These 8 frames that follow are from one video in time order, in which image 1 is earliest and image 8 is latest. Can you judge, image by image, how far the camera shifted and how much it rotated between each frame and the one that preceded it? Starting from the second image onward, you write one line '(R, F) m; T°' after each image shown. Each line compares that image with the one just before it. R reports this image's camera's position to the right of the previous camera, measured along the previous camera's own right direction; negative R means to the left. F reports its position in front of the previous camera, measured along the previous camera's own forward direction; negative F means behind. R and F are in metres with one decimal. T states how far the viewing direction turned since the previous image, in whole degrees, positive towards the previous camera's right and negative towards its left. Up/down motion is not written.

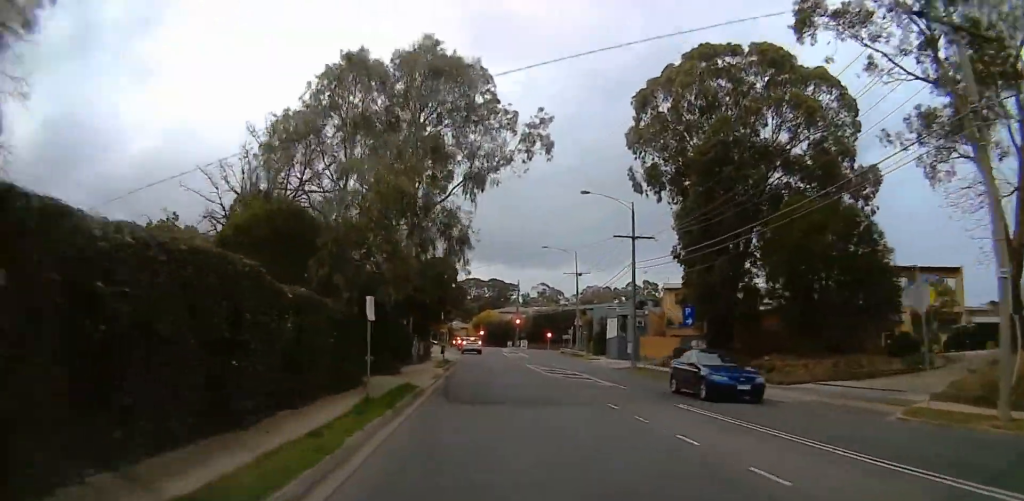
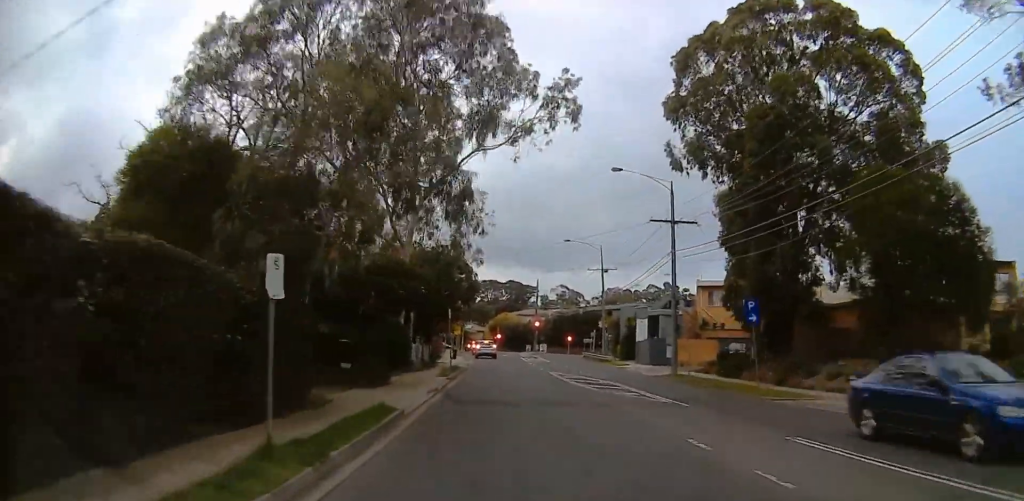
(-0.1, +6.0) m; -2°
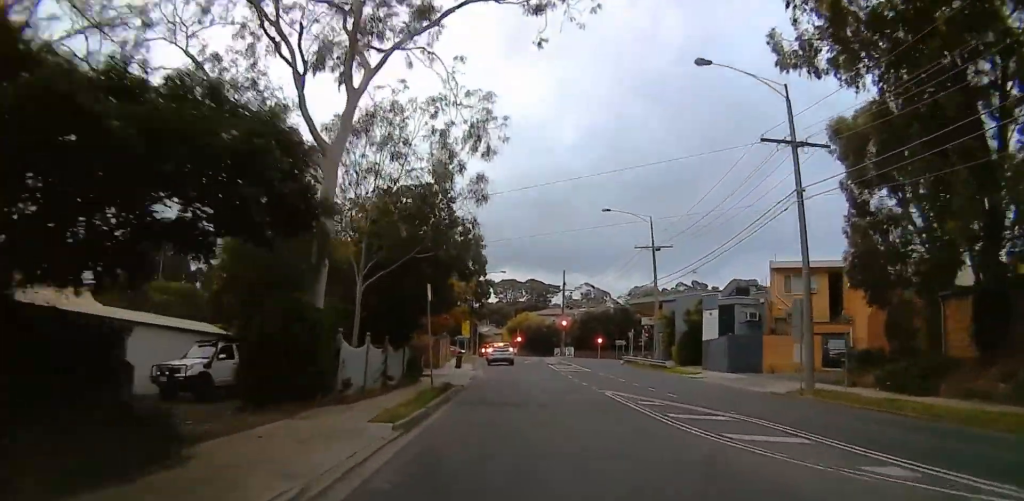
(+0.1, +14.3) m; -5°
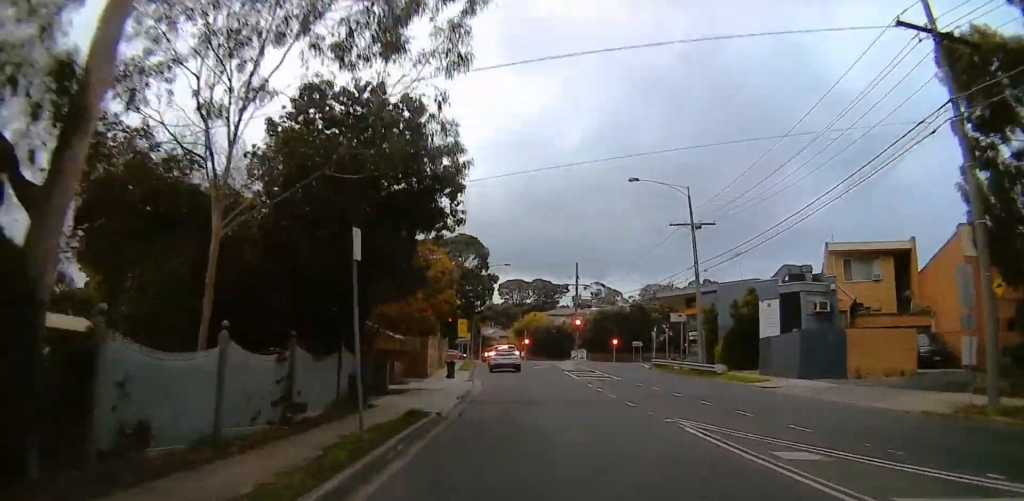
(-0.9, +9.4) m; -5°
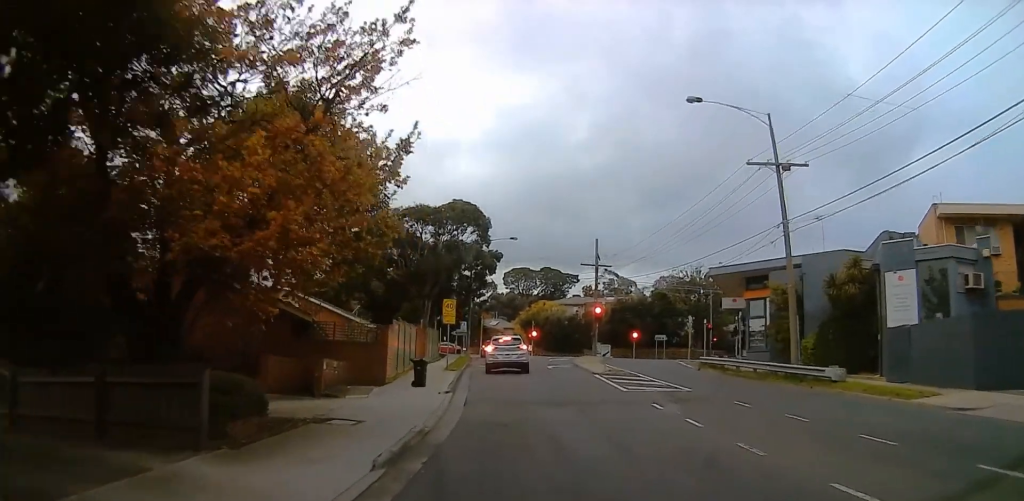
(0.0, +11.9) m; +5°
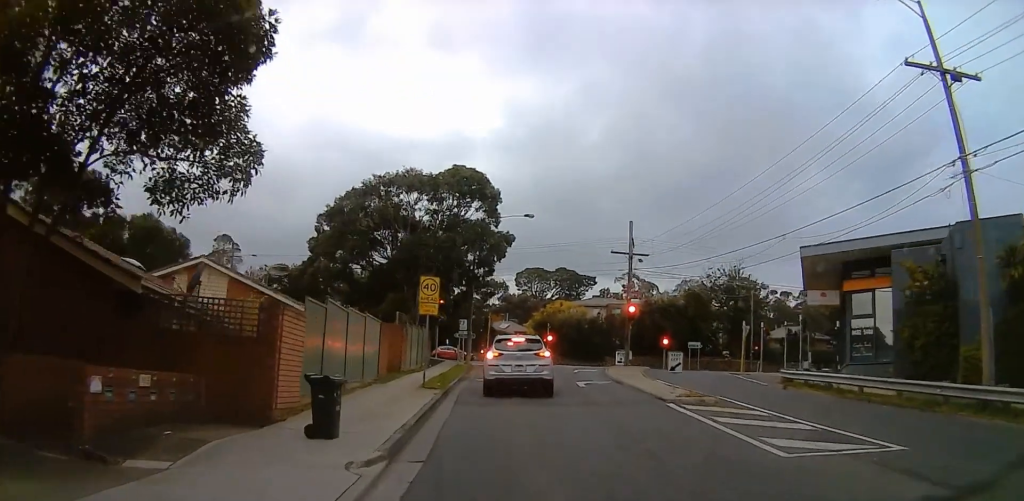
(+0.6, +11.2) m; -3°
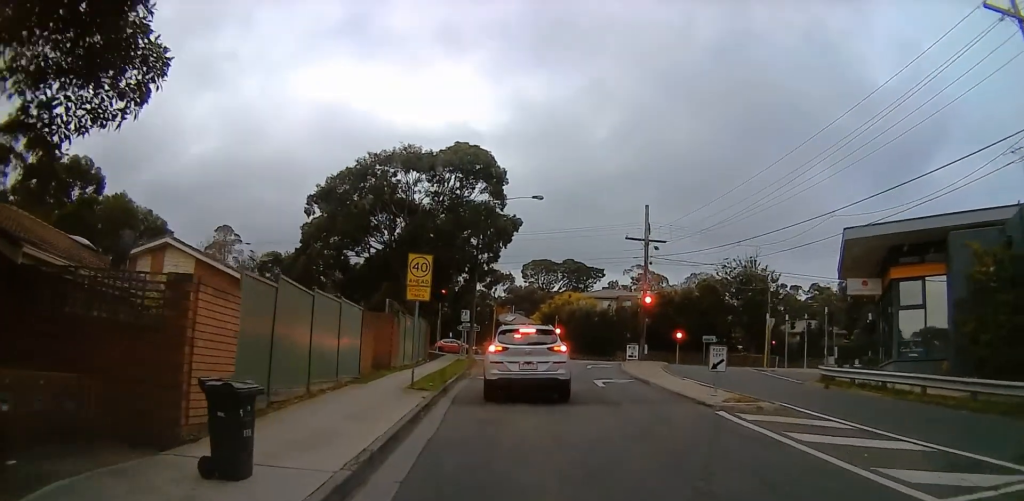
(-0.5, +3.6) m; -3°
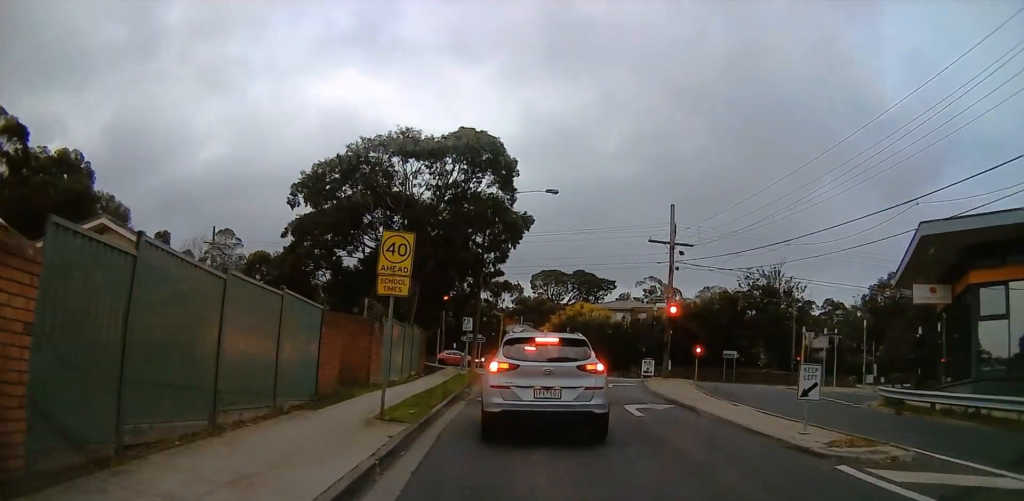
(-0.1, +5.4) m; -5°
